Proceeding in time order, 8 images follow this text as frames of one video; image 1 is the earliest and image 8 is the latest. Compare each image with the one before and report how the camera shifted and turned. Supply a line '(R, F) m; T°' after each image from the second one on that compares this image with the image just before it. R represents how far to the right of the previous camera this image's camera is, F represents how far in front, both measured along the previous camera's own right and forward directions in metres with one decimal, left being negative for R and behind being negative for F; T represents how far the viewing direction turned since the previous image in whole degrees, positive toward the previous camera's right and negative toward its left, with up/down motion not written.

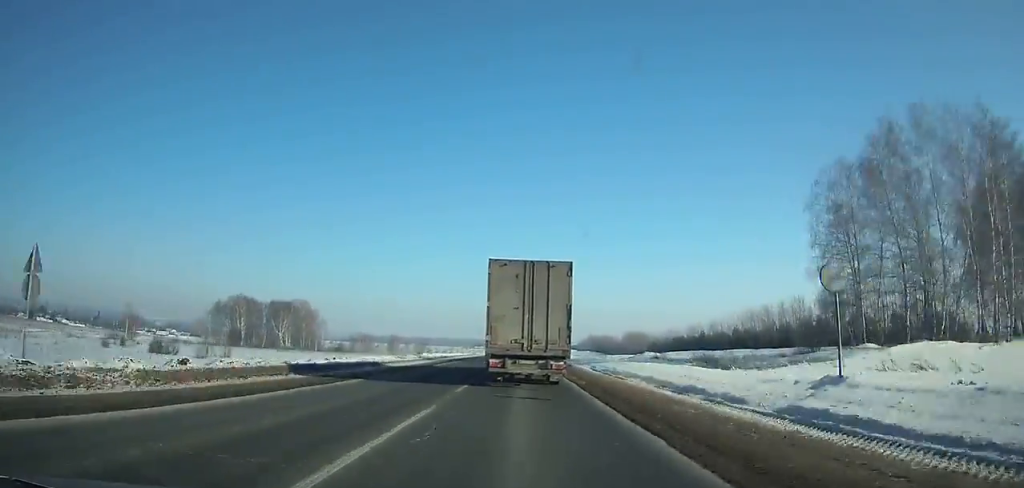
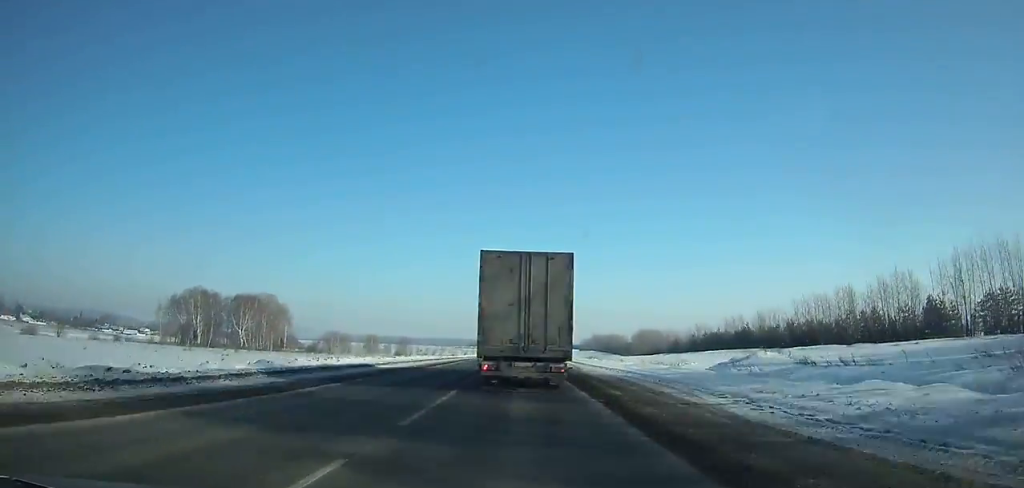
(0.0, +42.3) m; 0°
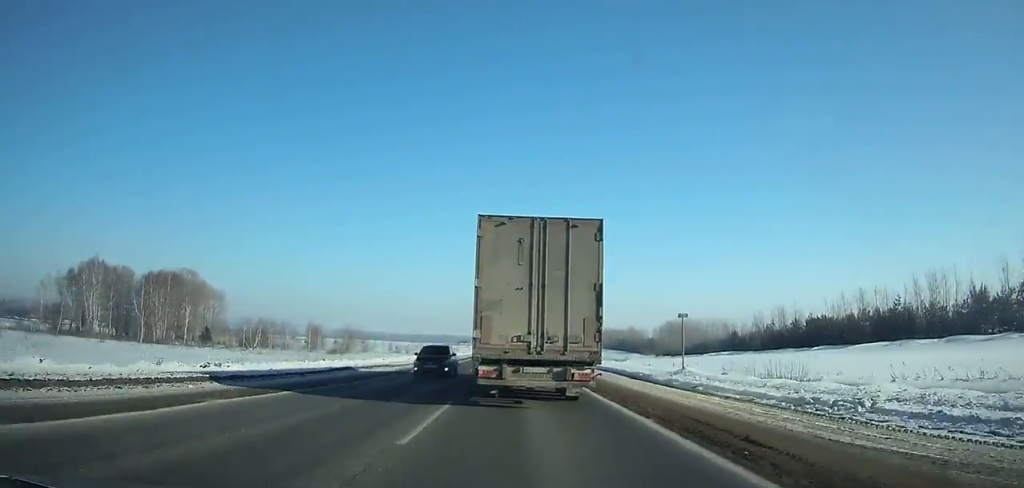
(-0.1, +72.8) m; 0°
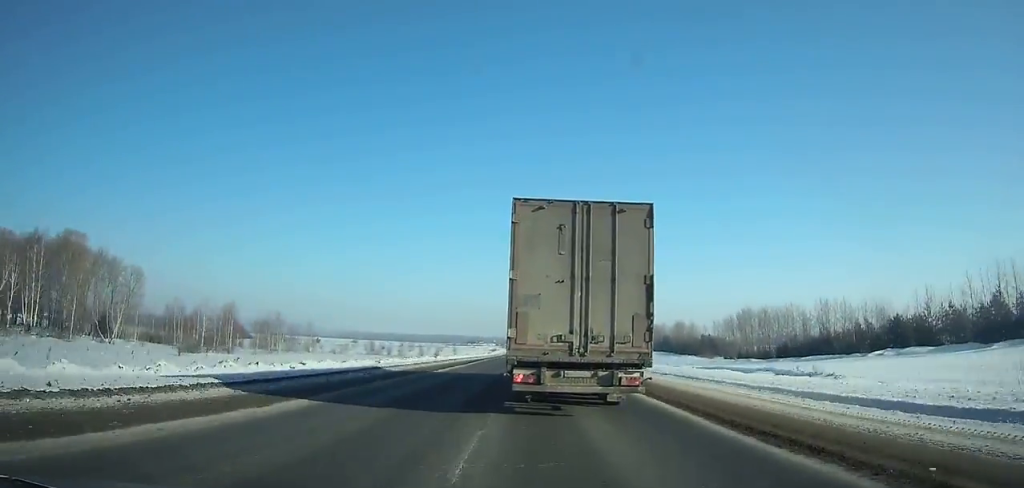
(0.0, +76.5) m; 0°
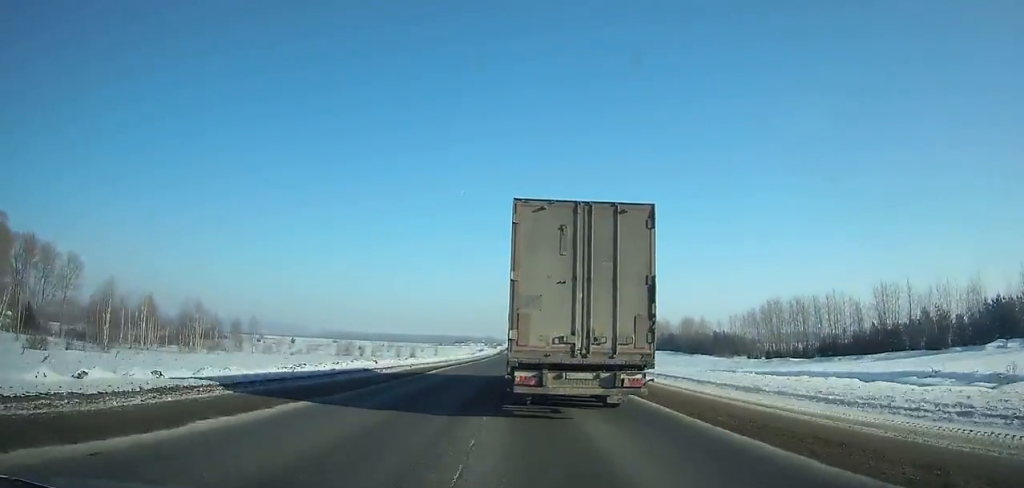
(+0.2, +31.7) m; 0°
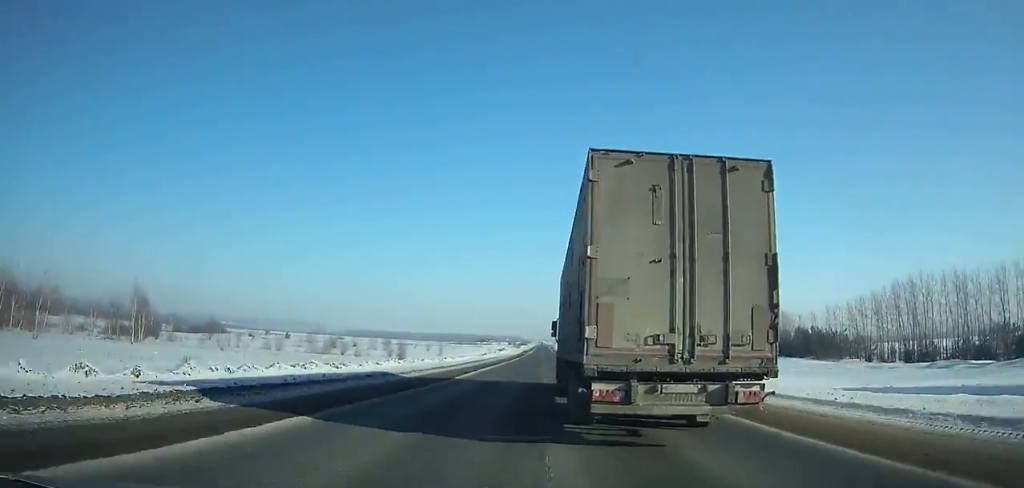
(-0.5, +54.6) m; 0°
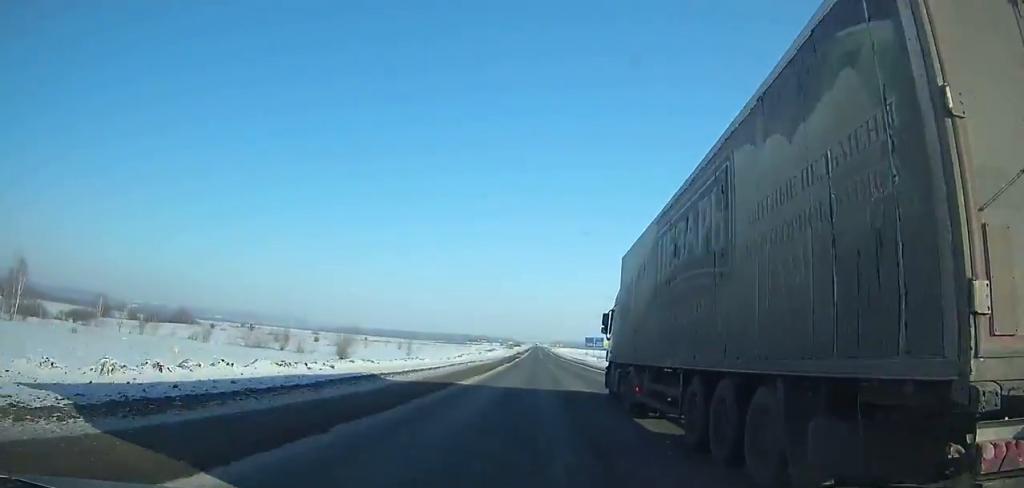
(-0.2, +39.9) m; 0°
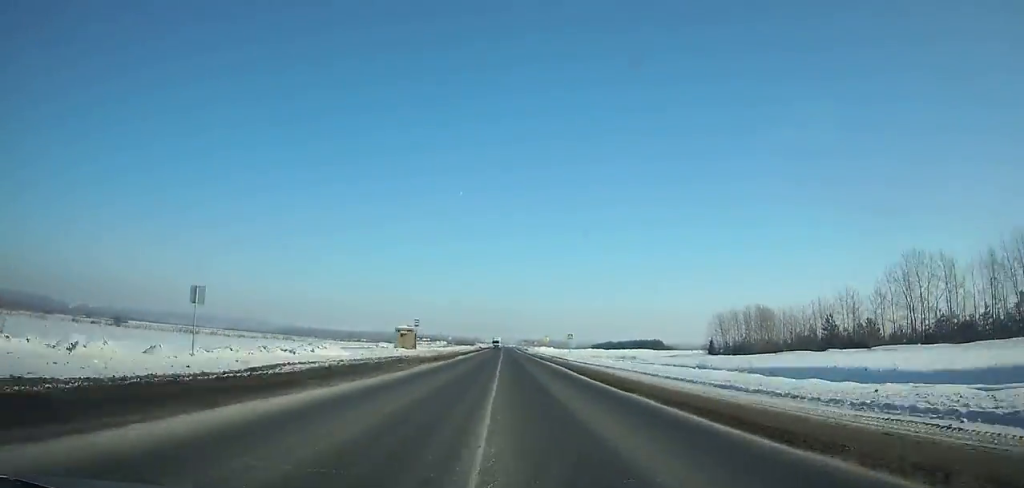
(+4.1, +163.0) m; +2°
